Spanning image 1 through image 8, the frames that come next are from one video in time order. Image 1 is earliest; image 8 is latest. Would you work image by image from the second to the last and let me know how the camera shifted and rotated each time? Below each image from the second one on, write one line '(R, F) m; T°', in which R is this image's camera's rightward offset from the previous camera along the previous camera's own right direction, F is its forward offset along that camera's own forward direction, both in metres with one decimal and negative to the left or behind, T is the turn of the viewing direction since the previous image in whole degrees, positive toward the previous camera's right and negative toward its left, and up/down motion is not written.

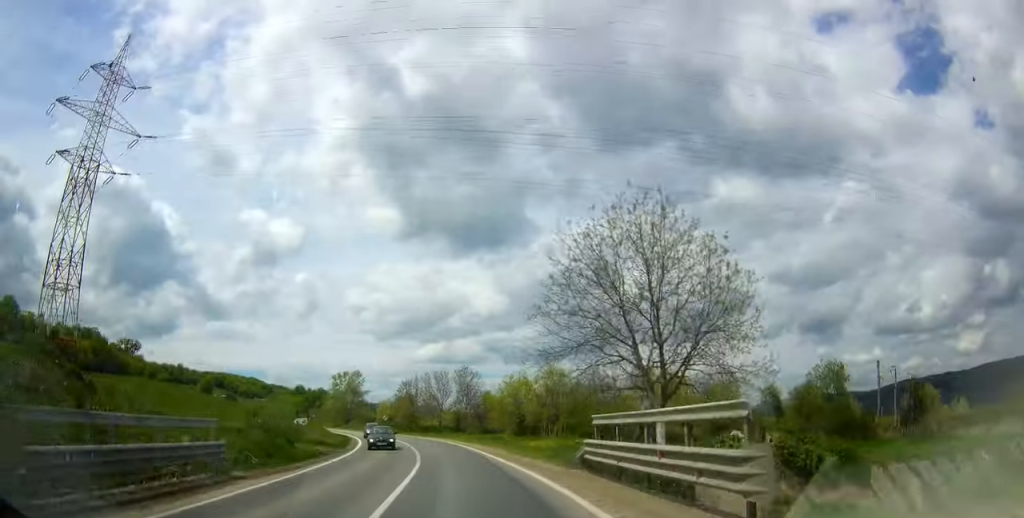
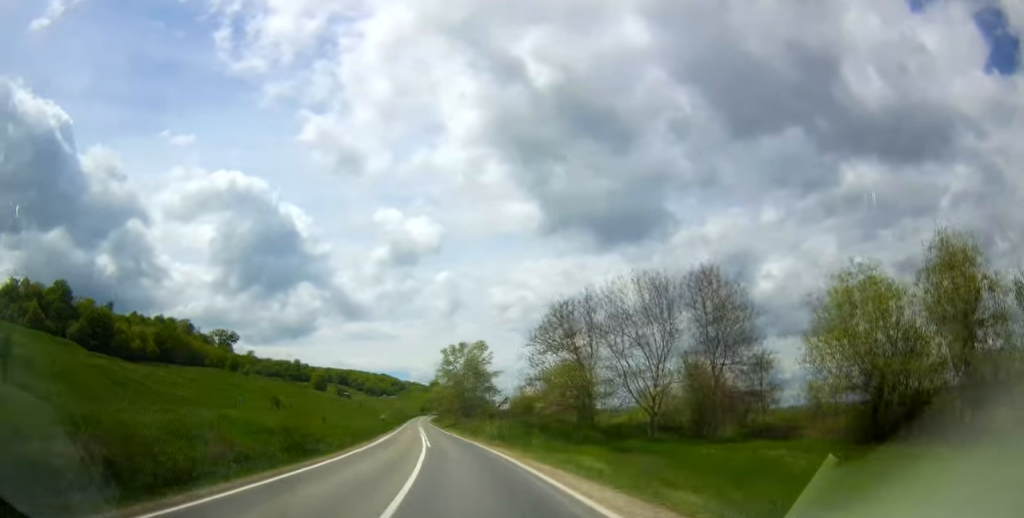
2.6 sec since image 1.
(-5.3, +65.3) m; -9°
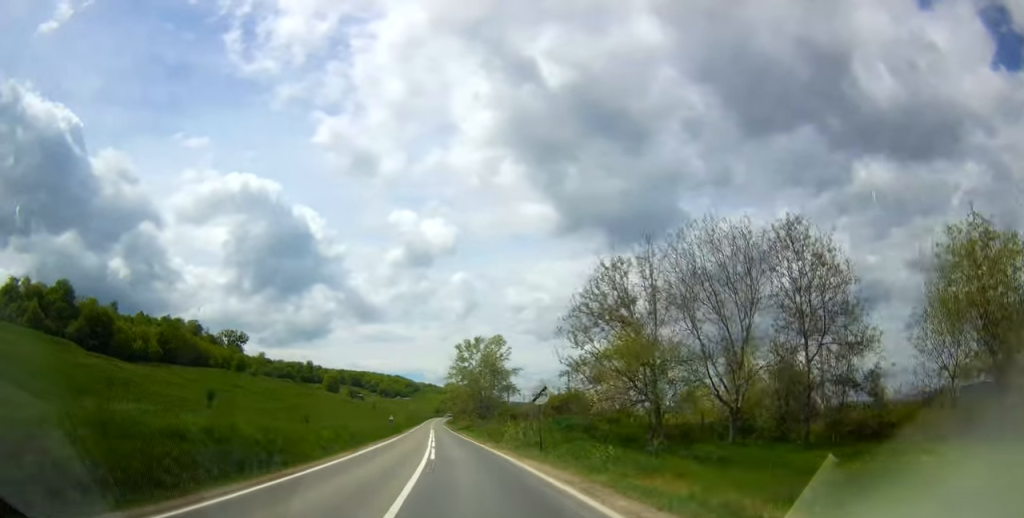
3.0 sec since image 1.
(-0.1, +10.1) m; -1°
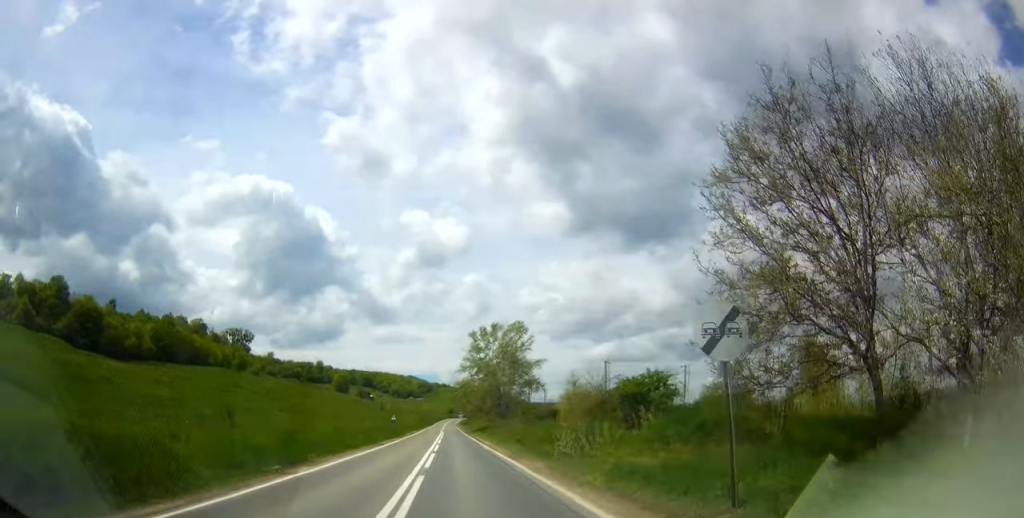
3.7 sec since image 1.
(-0.1, +16.2) m; -3°
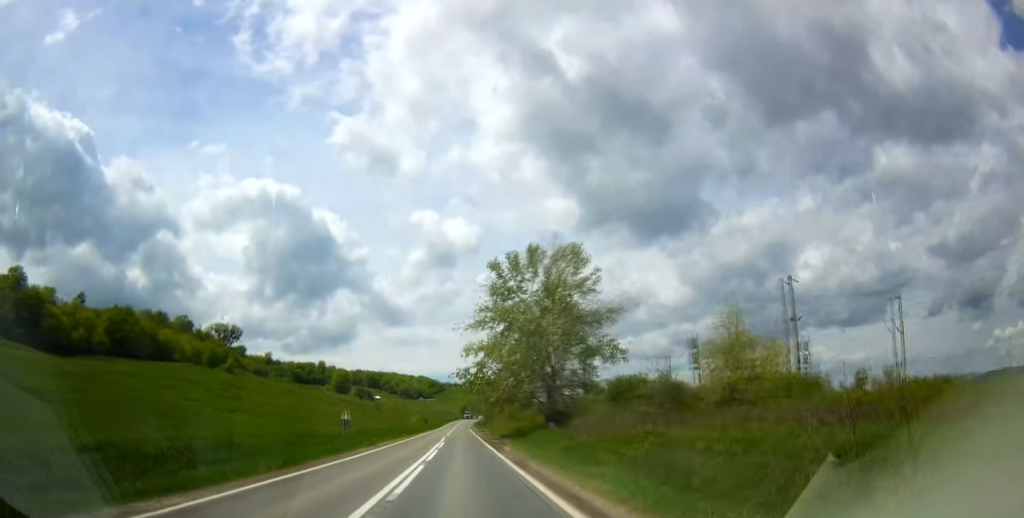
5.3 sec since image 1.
(-3.4, +42.3) m; -7°
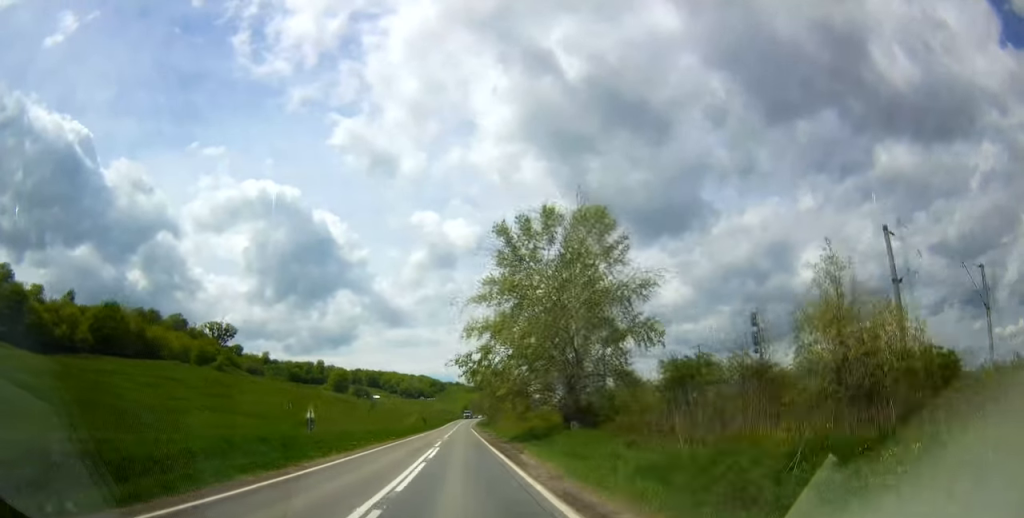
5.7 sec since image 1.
(-0.1, +10.6) m; -1°
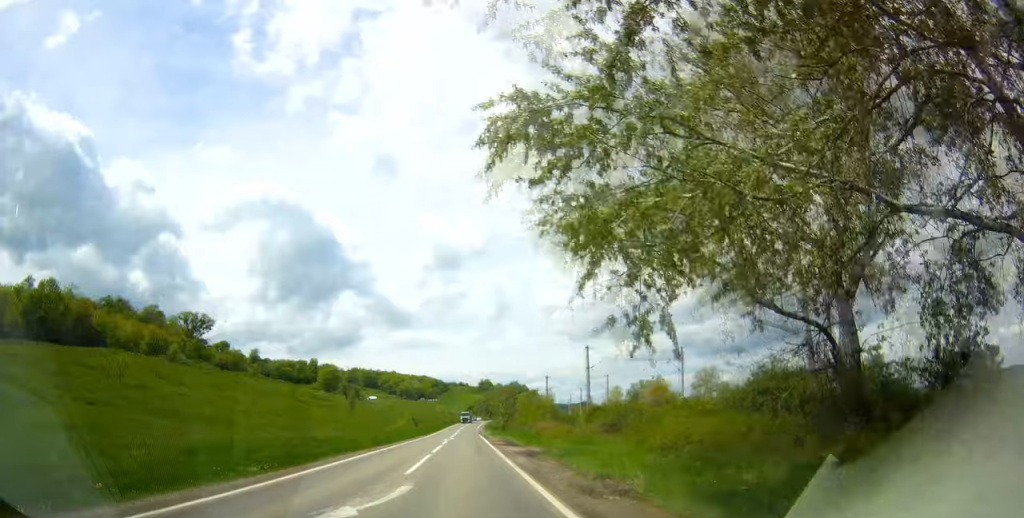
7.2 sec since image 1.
(-0.4, +39.1) m; -2°
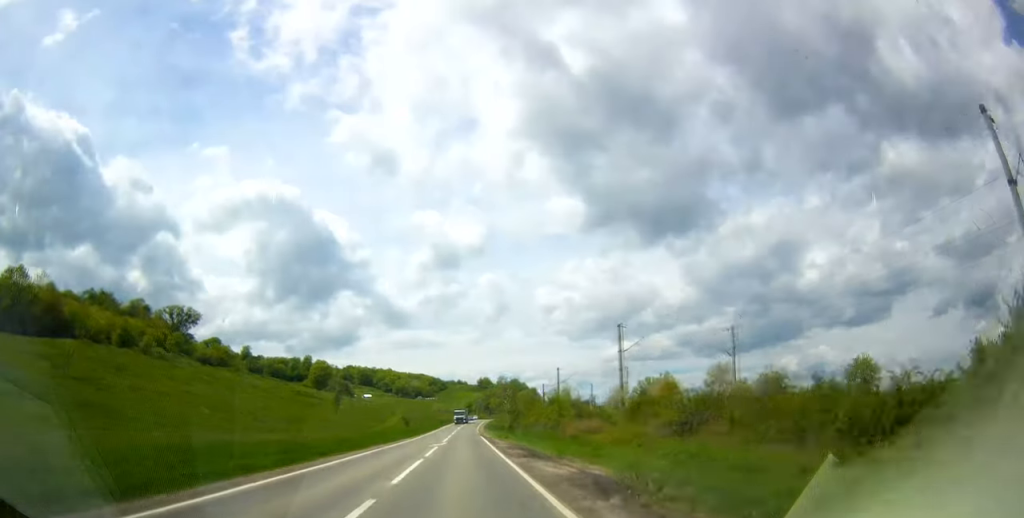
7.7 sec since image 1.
(-0.1, +15.5) m; -1°
